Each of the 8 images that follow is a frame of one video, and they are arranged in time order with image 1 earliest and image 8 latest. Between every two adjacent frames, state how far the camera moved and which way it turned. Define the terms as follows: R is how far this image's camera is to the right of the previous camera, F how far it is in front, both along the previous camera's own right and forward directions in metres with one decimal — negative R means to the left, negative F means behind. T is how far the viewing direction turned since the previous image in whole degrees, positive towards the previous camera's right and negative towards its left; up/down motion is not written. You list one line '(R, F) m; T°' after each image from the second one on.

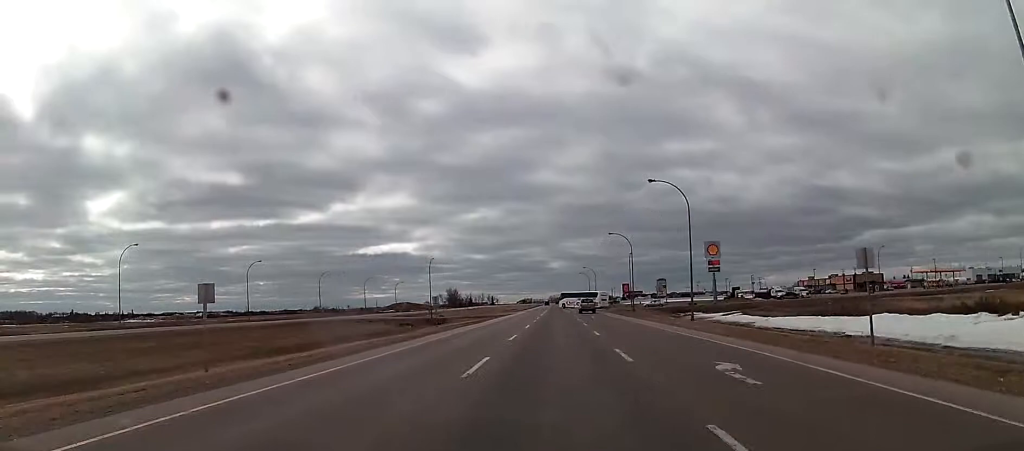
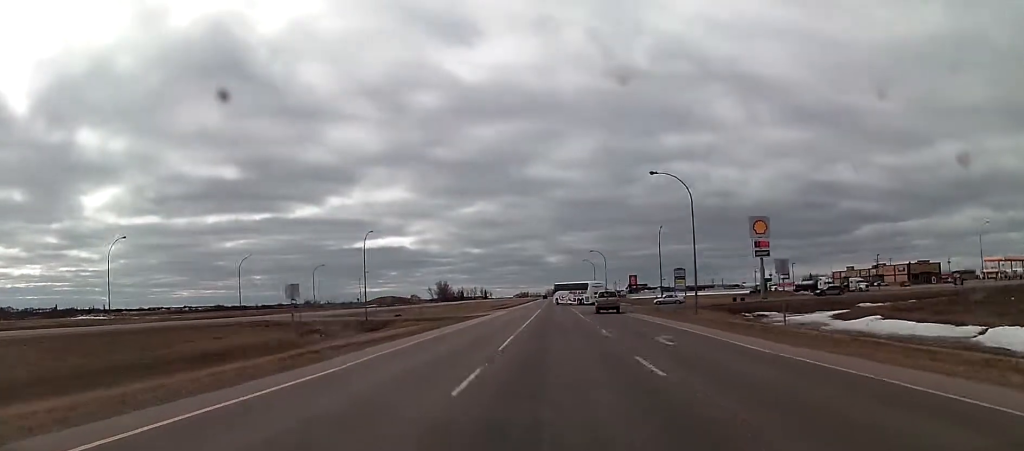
(0.0, +41.1) m; -1°
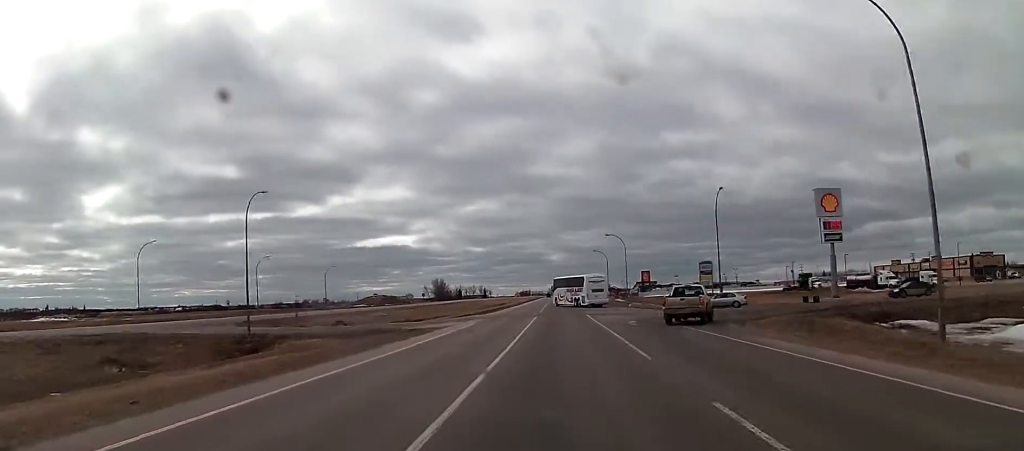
(-0.2, +32.6) m; 0°
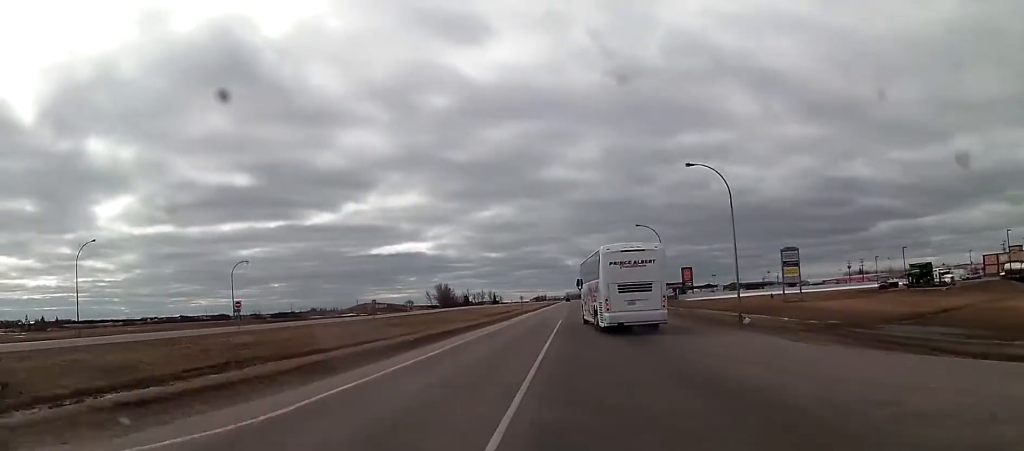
(+0.4, +55.9) m; -1°
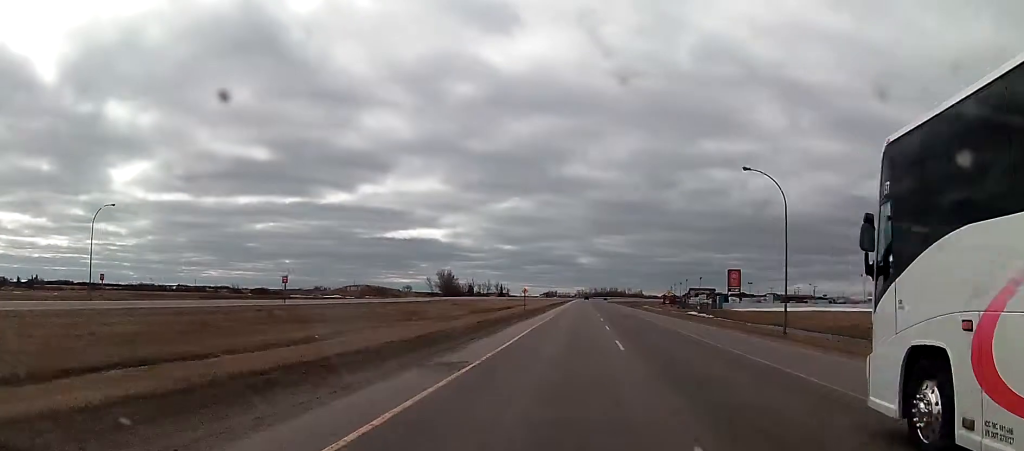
(-0.9, +41.1) m; 0°
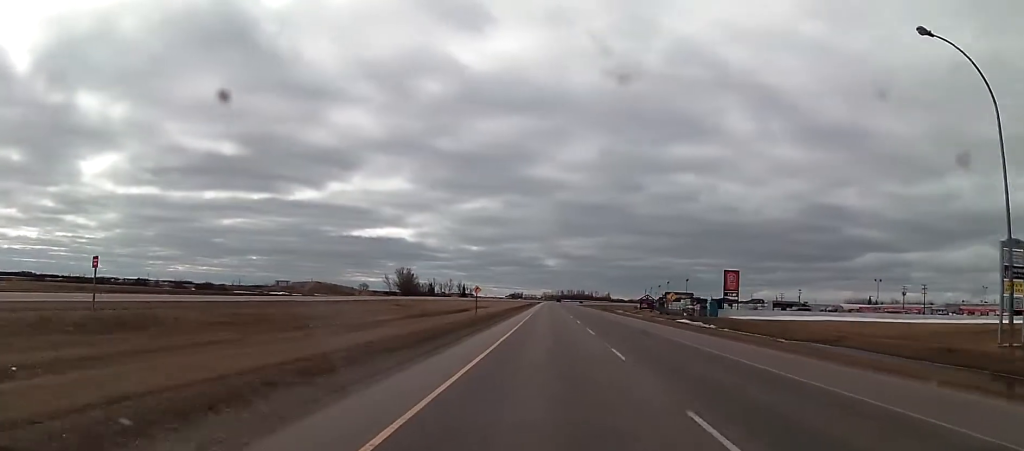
(+0.4, +26.4) m; +1°
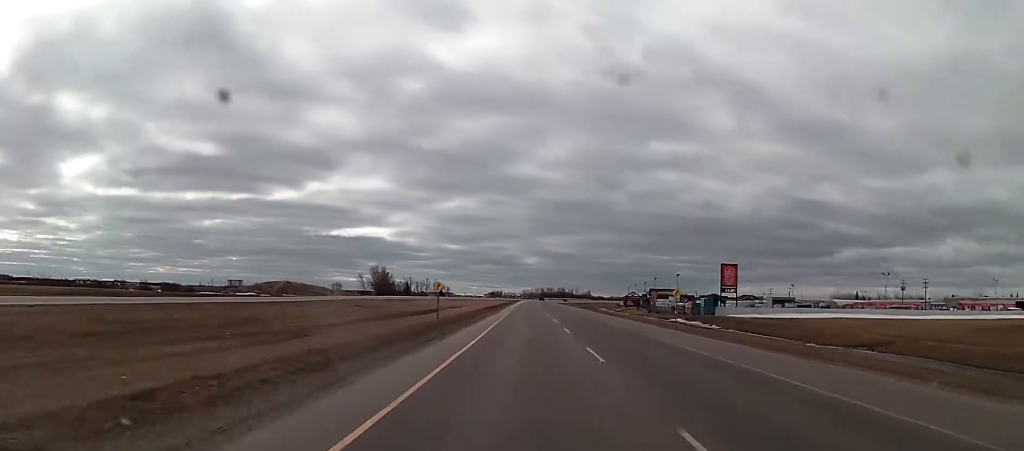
(+0.1, +13.8) m; +1°
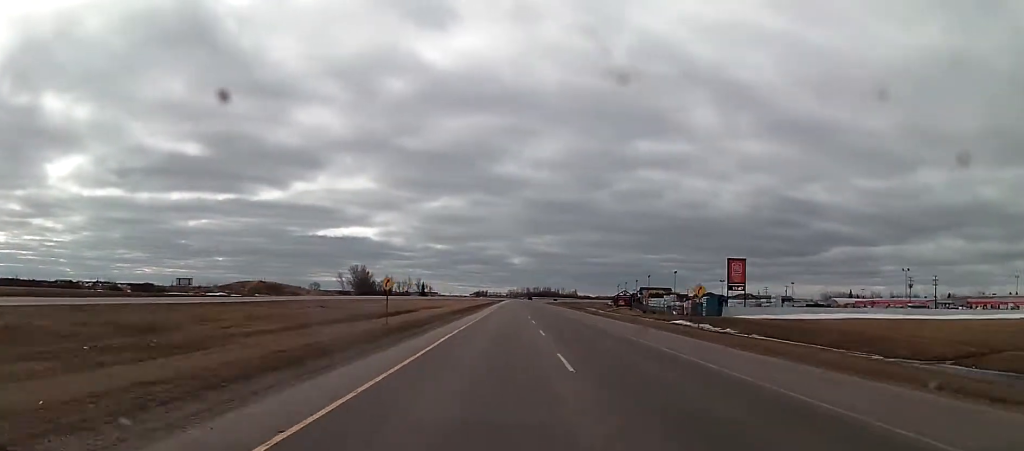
(-0.1, +14.8) m; +1°
